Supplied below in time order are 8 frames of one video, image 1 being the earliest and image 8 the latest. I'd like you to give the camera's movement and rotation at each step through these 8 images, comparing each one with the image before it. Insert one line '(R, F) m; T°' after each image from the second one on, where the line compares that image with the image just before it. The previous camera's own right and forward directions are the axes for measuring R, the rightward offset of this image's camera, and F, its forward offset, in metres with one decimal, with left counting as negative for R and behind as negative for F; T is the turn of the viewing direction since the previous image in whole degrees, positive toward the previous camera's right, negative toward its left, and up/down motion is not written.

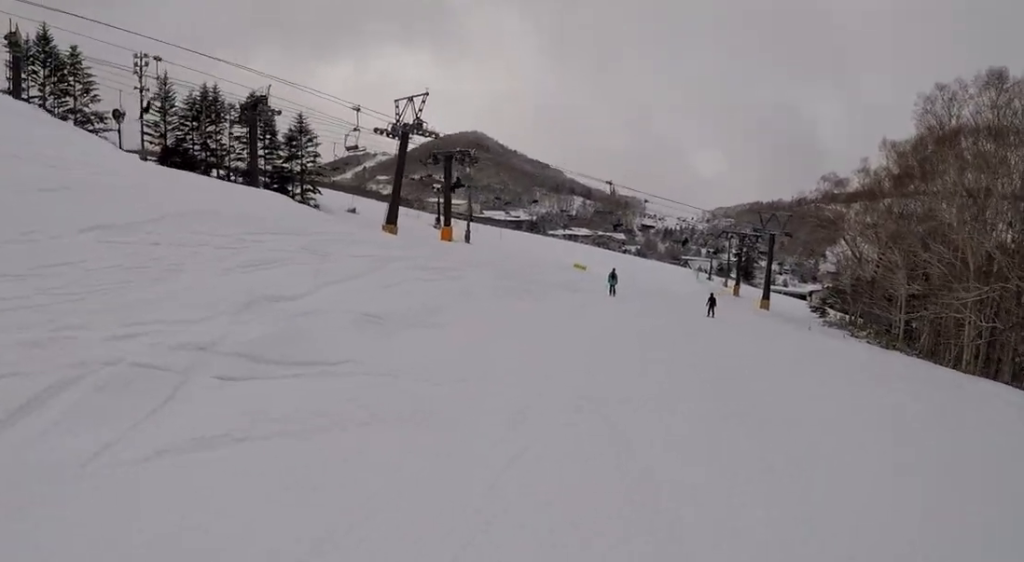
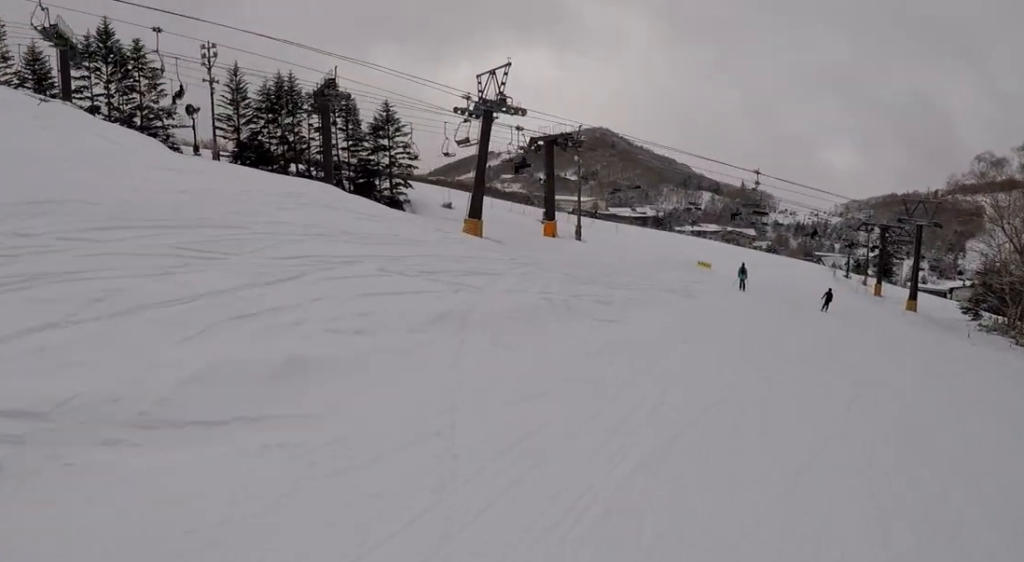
(+0.9, +7.3) m; 0°
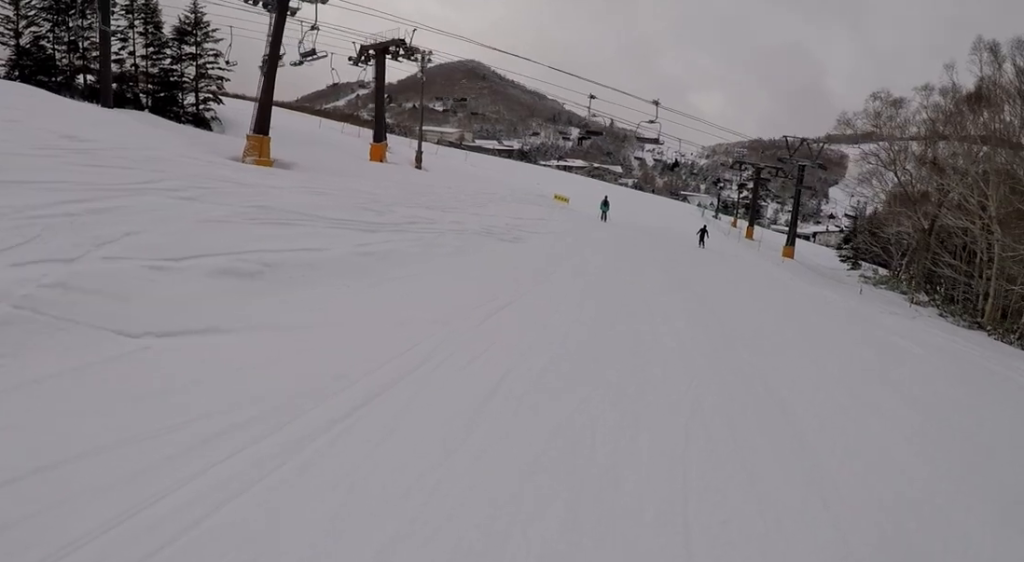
(-0.8, +9.5) m; +1°
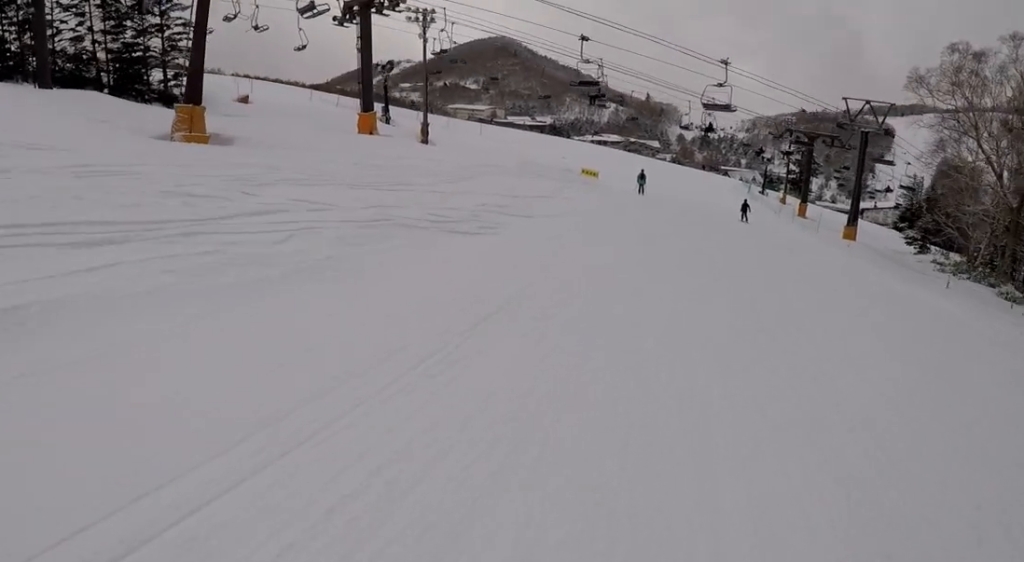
(+0.8, +7.4) m; +6°
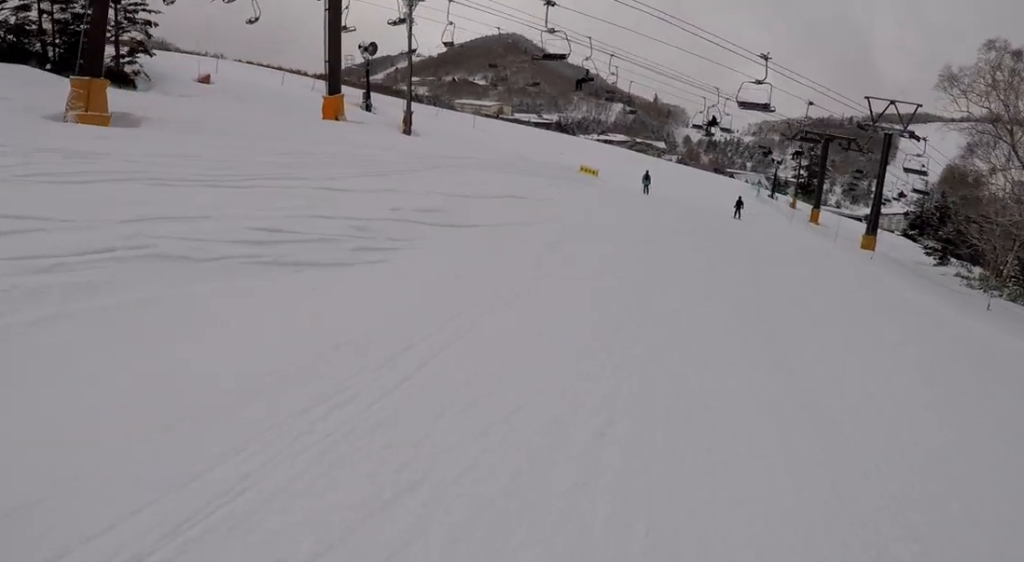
(+0.2, +5.6) m; -1°
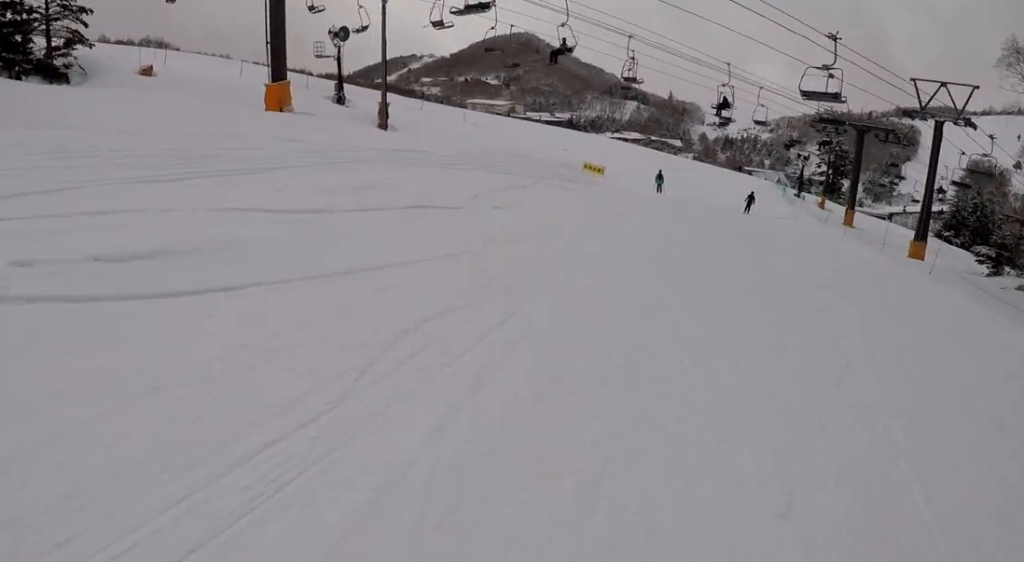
(0.0, +7.0) m; -6°
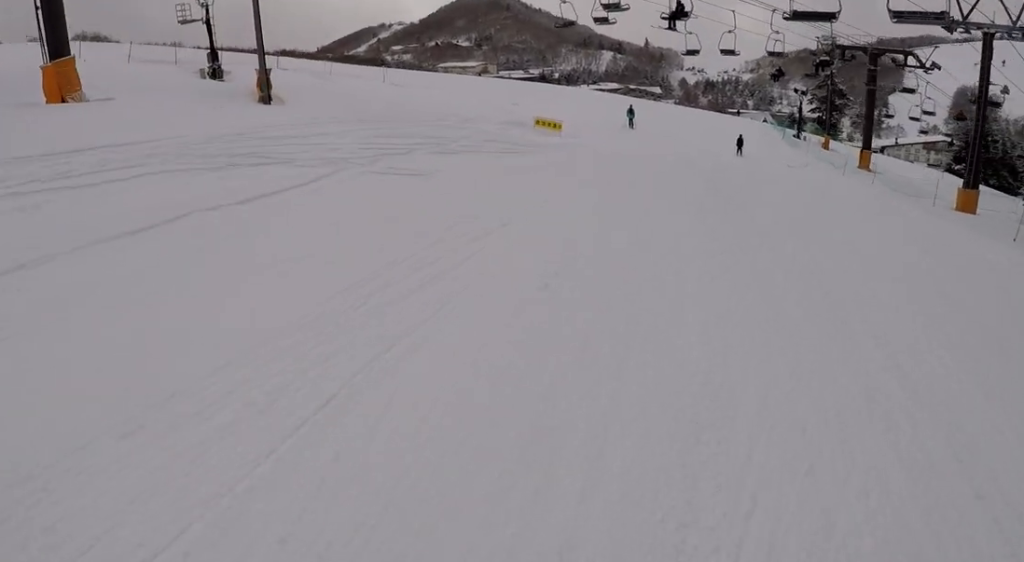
(-0.6, +11.2) m; 0°
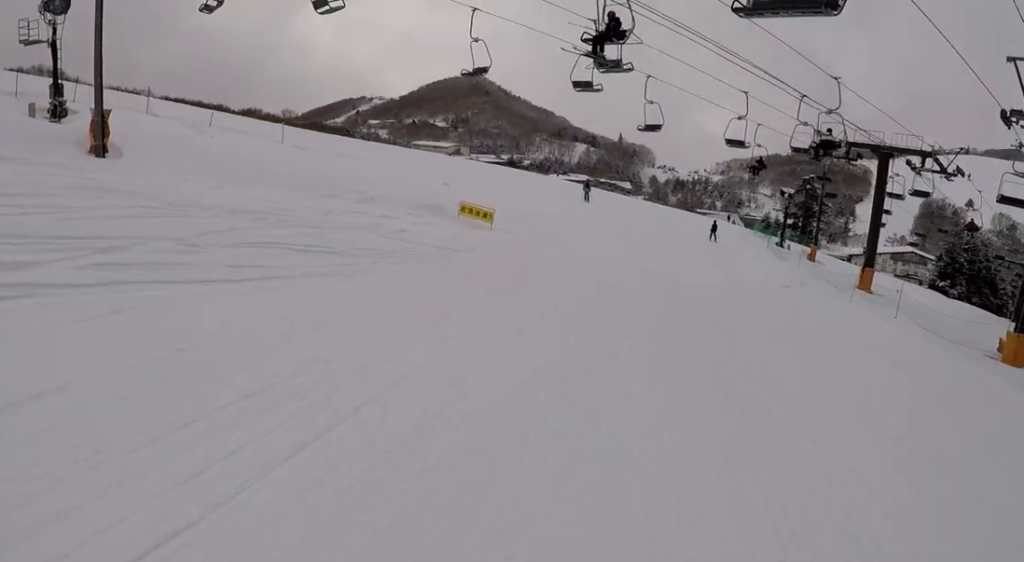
(-0.3, +10.9) m; -1°
